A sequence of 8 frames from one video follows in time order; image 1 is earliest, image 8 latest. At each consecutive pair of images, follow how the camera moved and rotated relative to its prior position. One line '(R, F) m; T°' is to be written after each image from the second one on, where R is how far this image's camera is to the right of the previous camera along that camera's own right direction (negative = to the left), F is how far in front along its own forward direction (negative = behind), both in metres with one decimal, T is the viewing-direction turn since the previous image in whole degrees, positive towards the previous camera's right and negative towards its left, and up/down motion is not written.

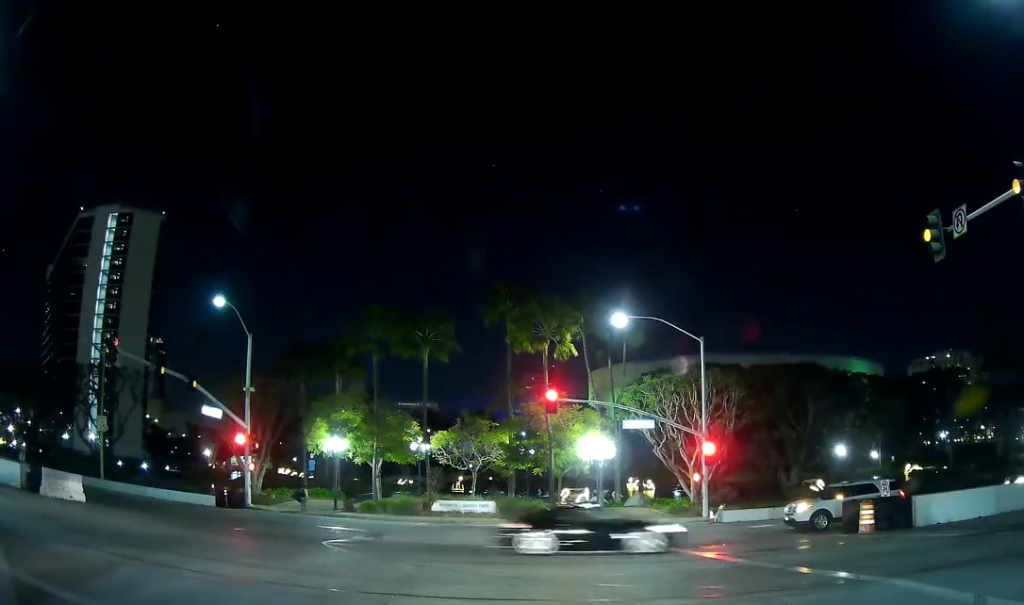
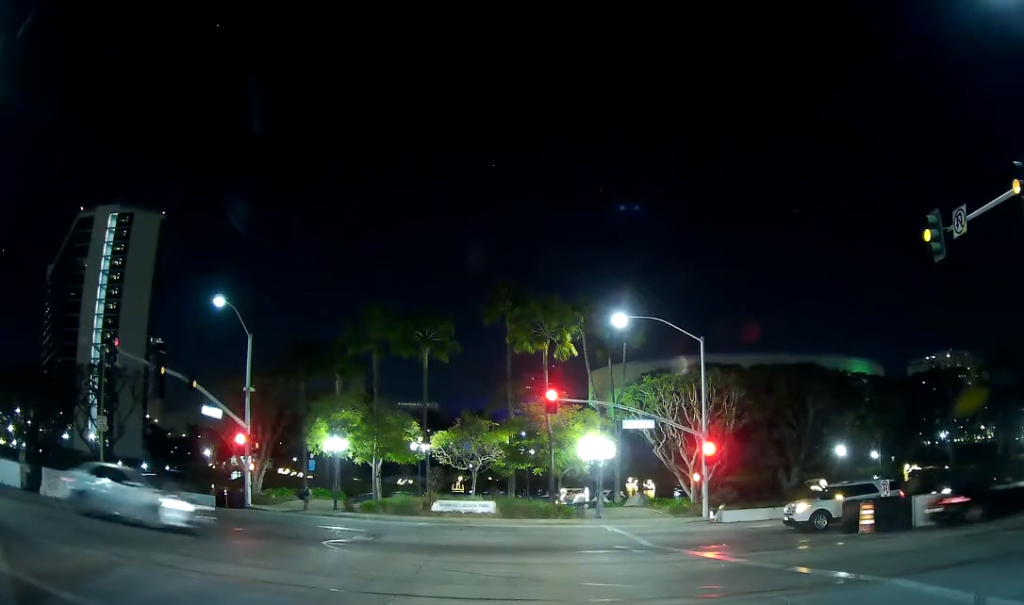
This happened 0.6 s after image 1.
(0.0, 0.0) m; 0°
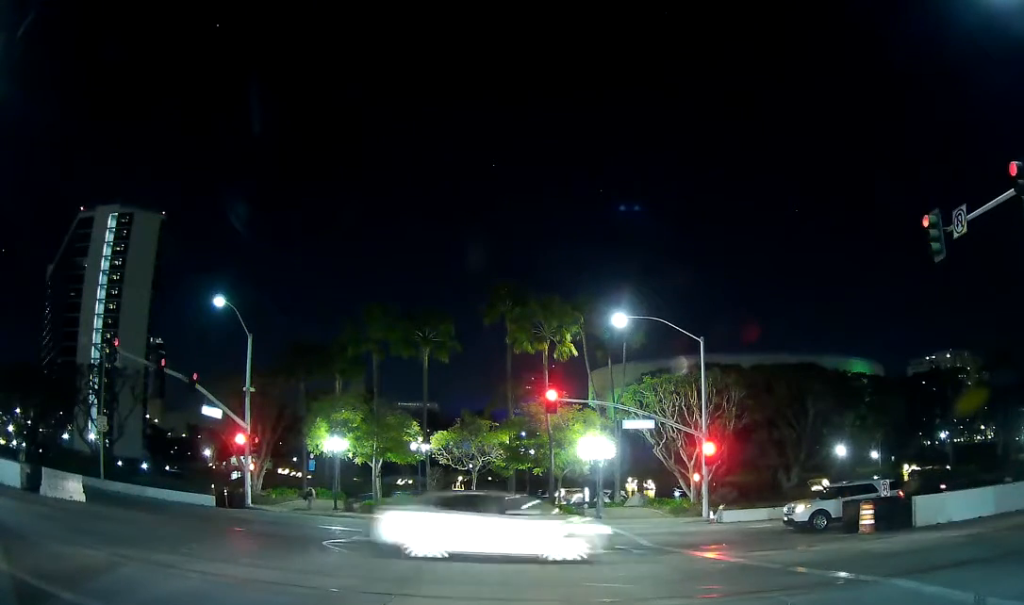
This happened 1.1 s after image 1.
(0.0, 0.0) m; 0°
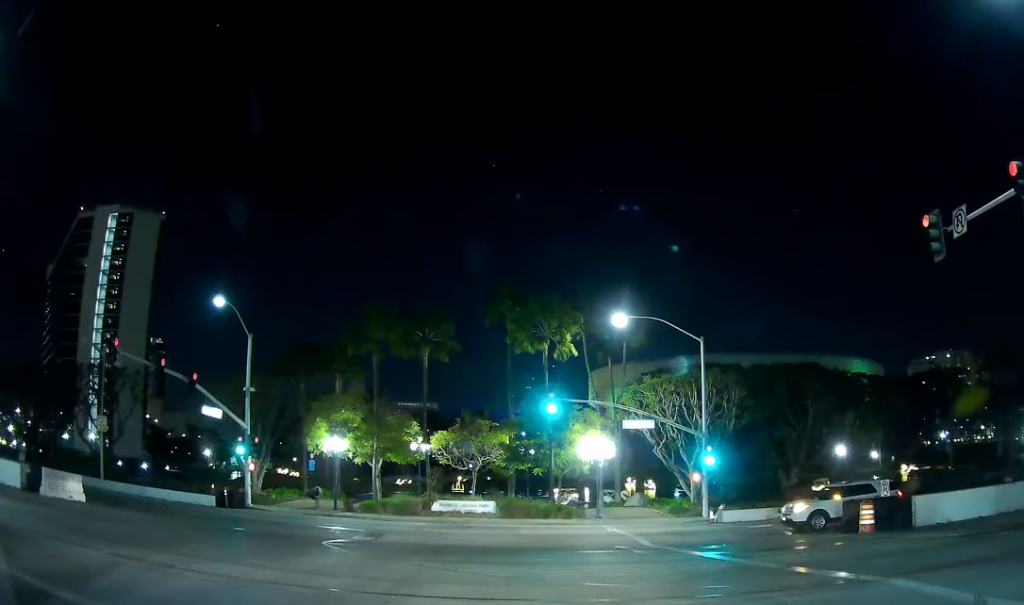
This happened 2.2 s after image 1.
(0.0, 0.0) m; 0°
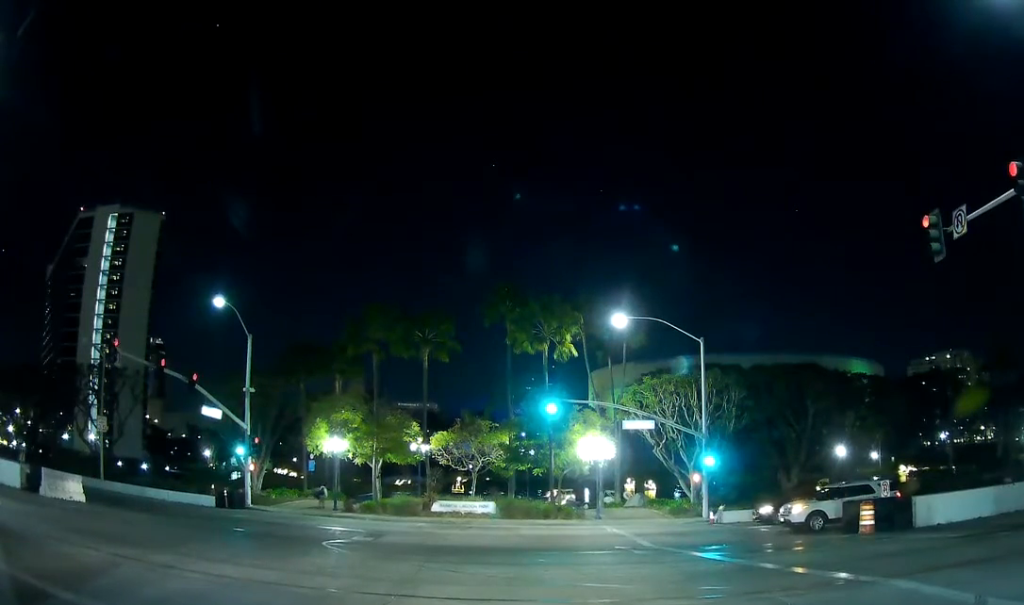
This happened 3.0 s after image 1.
(0.0, 0.0) m; 0°
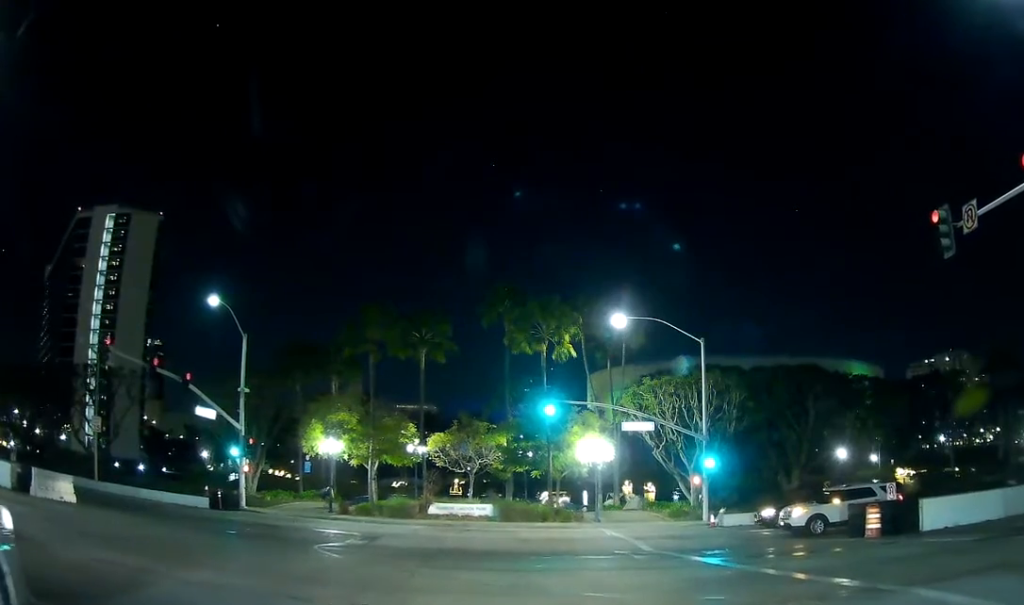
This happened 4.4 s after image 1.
(0.0, +0.3) m; 0°
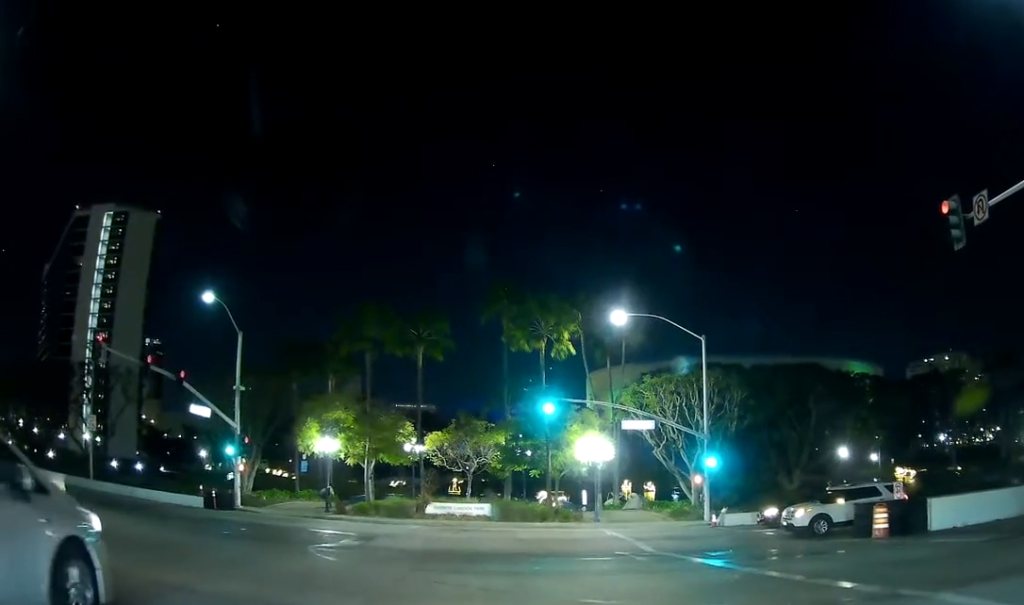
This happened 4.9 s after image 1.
(0.0, +0.5) m; 0°
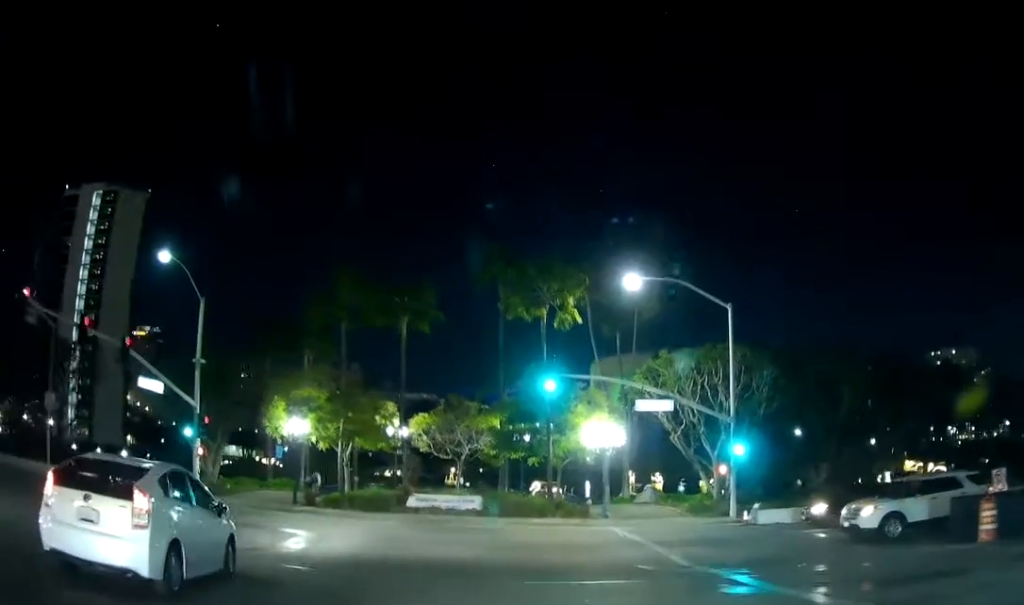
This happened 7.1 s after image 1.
(0.0, +5.2) m; 0°
